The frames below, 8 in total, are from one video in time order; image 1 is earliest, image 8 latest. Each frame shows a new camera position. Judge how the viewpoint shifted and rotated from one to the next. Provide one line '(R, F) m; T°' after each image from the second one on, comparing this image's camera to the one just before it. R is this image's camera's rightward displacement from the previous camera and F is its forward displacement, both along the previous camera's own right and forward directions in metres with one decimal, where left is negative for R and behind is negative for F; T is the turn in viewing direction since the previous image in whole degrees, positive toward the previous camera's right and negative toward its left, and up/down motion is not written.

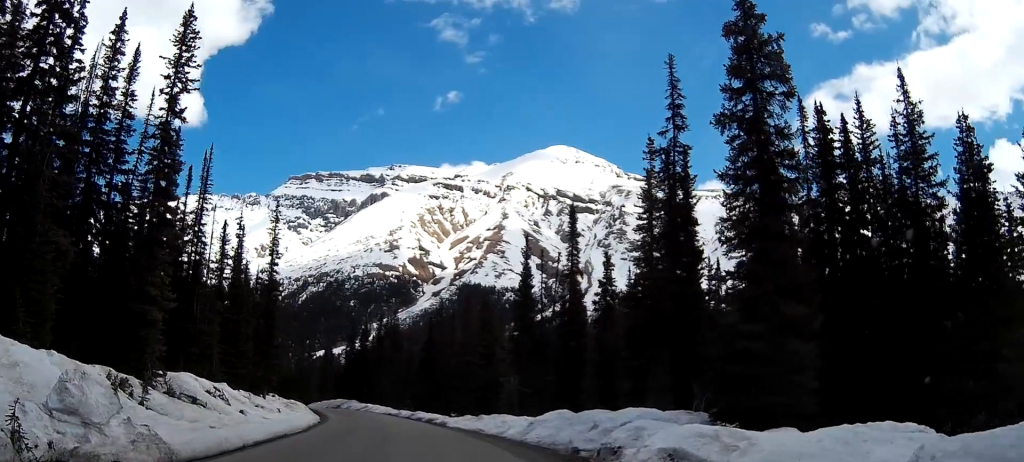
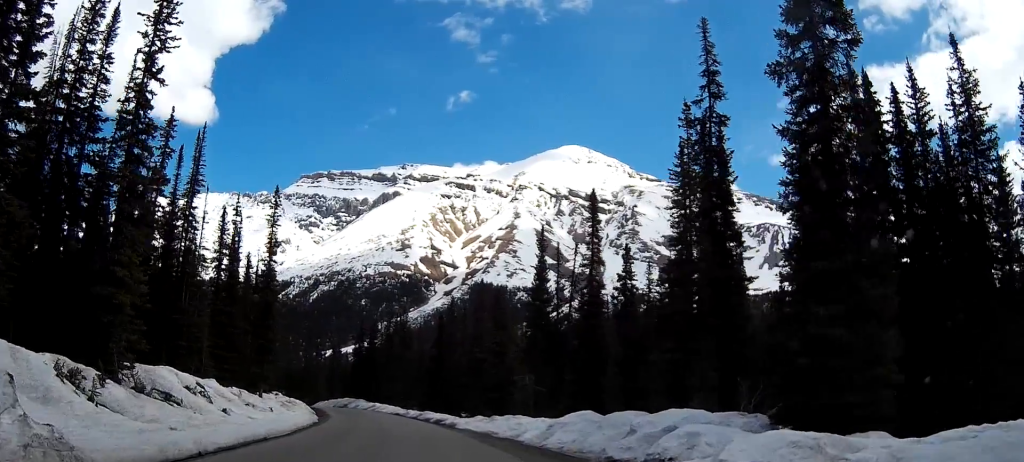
(0.0, +4.4) m; 0°
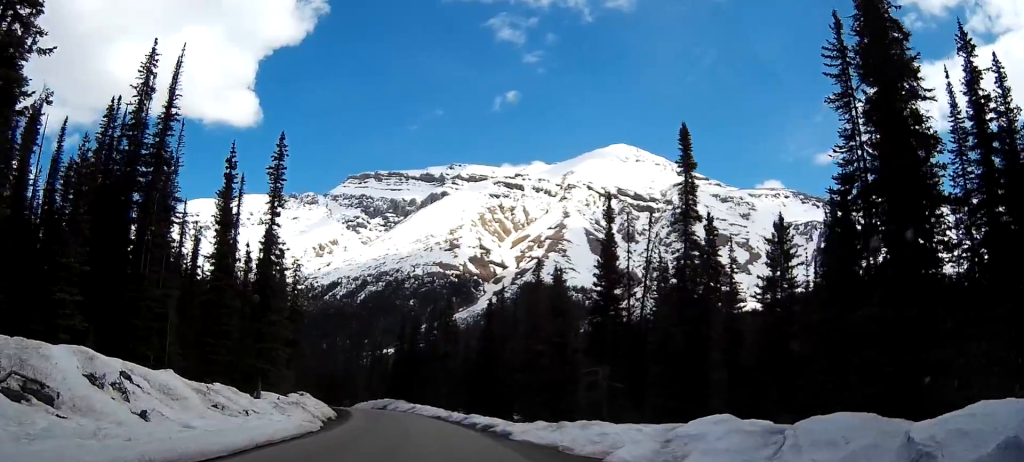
(-0.4, +13.2) m; -5°
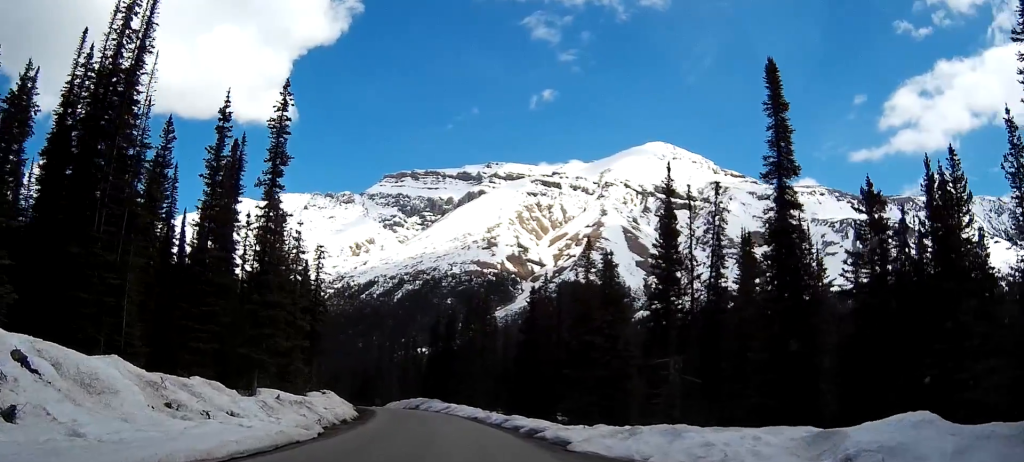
(-0.3, +8.5) m; -4°
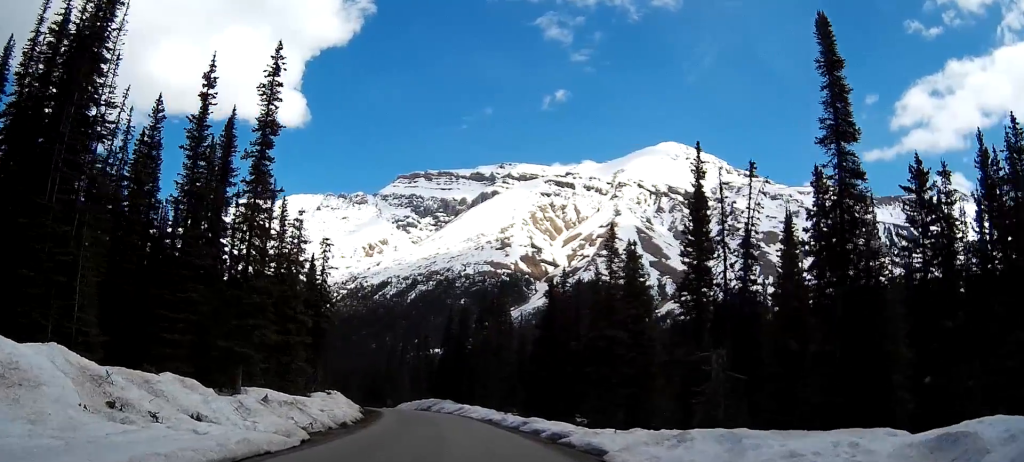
(-0.1, +4.6) m; -2°
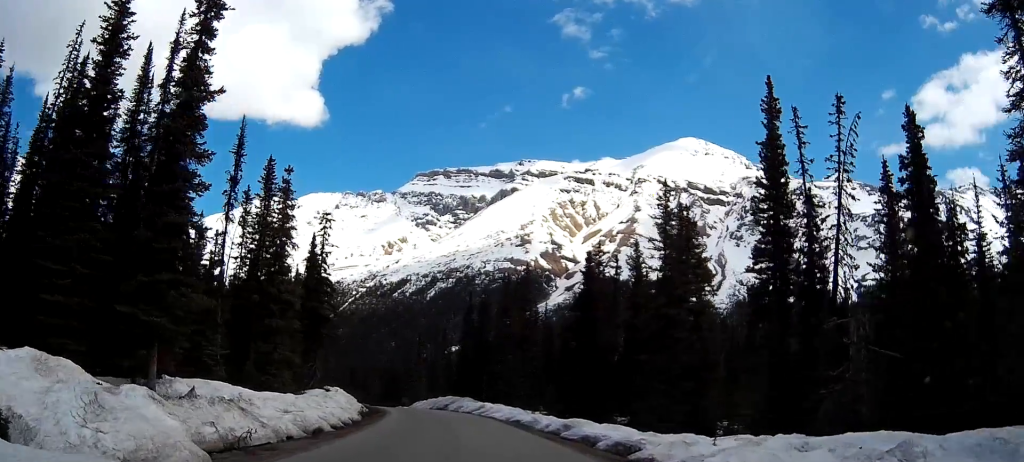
(-0.2, +11.0) m; -1°
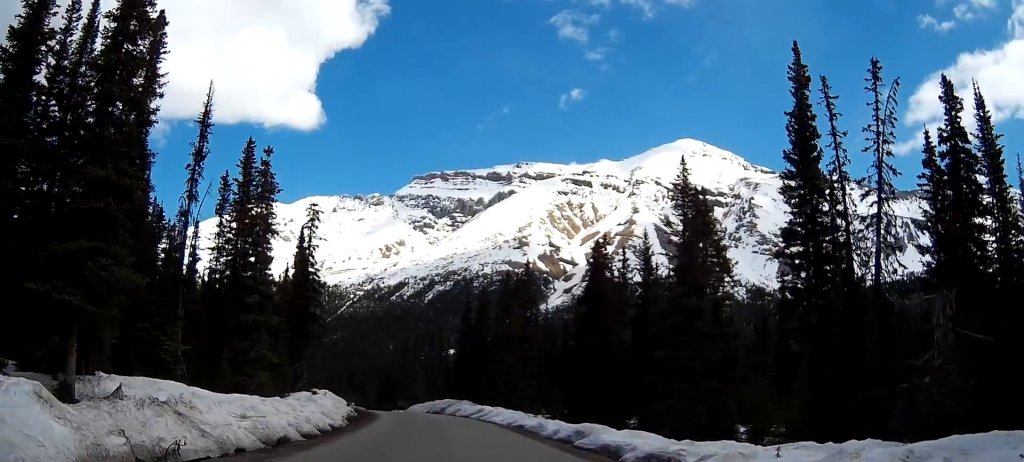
(0.0, +4.8) m; 0°
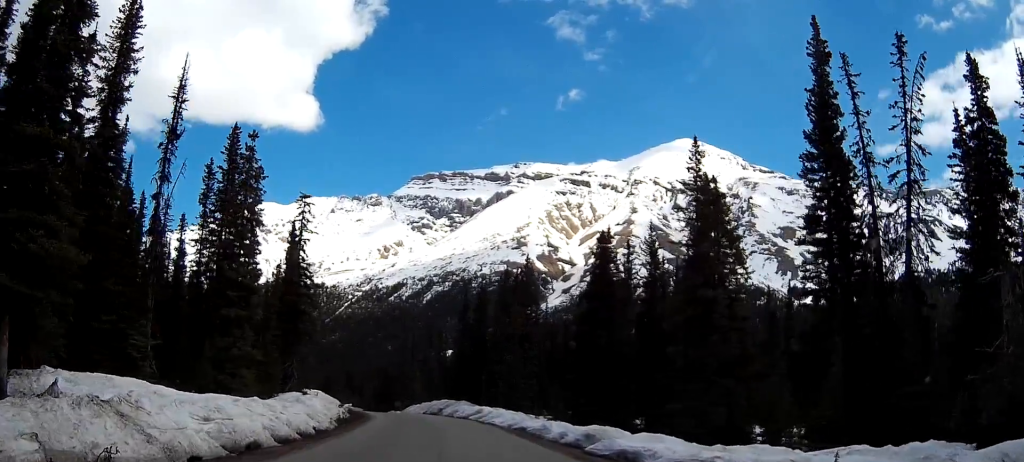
(0.0, +3.0) m; 0°
